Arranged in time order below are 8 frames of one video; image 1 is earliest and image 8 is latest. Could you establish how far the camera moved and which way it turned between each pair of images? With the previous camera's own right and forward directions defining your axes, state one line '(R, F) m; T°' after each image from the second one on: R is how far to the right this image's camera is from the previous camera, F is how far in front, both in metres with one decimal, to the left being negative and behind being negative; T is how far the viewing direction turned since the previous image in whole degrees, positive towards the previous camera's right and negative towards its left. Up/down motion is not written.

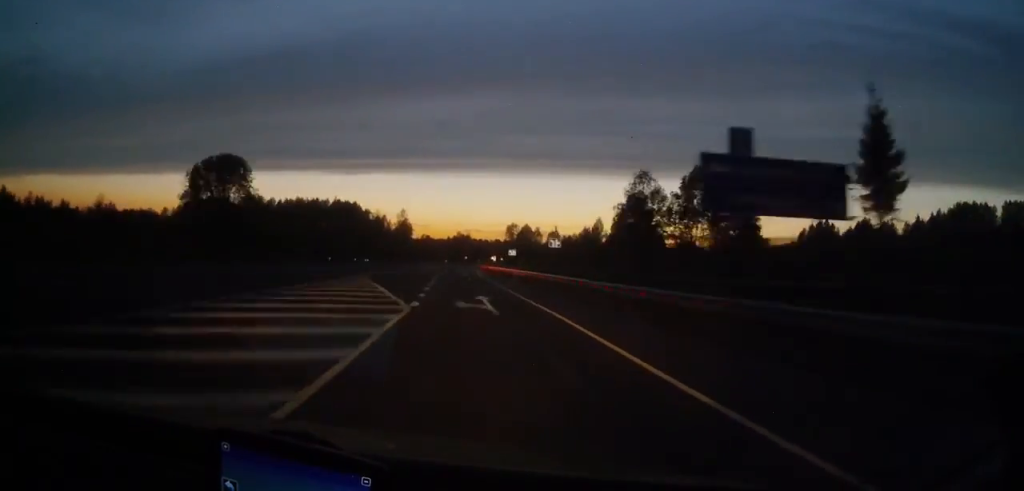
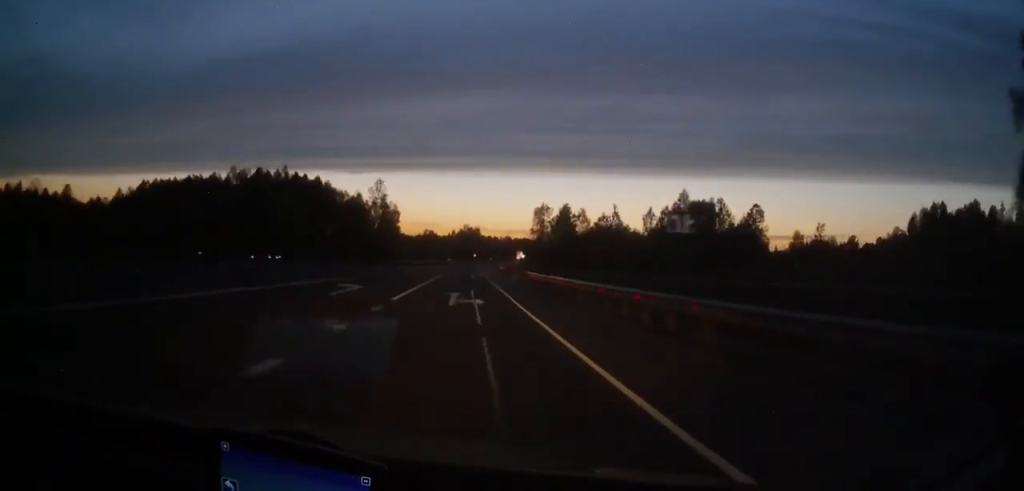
(0.0, +65.0) m; +1°
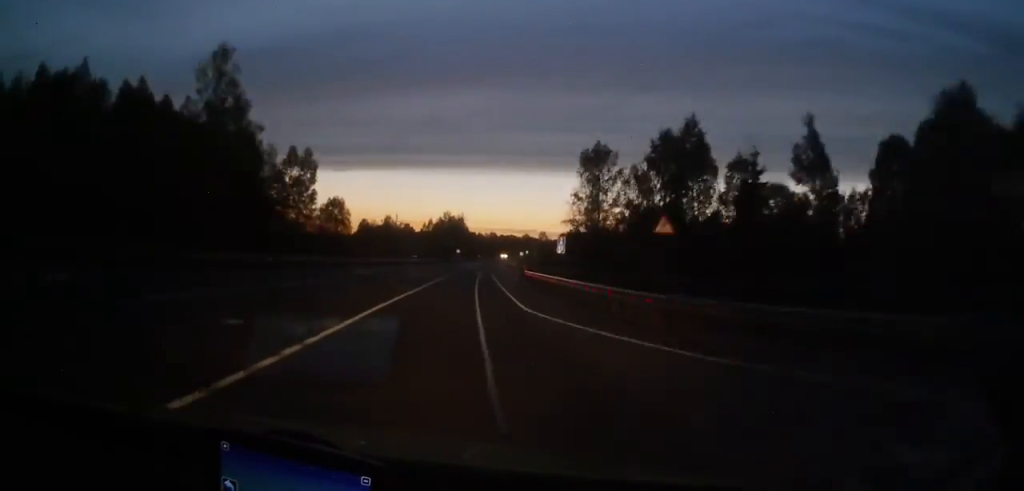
(+0.6, +75.6) m; +1°
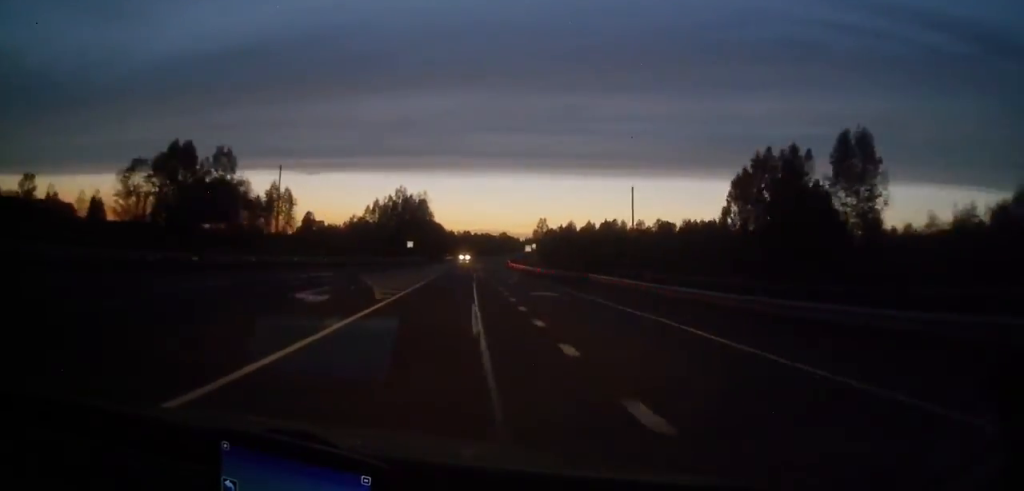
(+1.2, +84.1) m; +2°
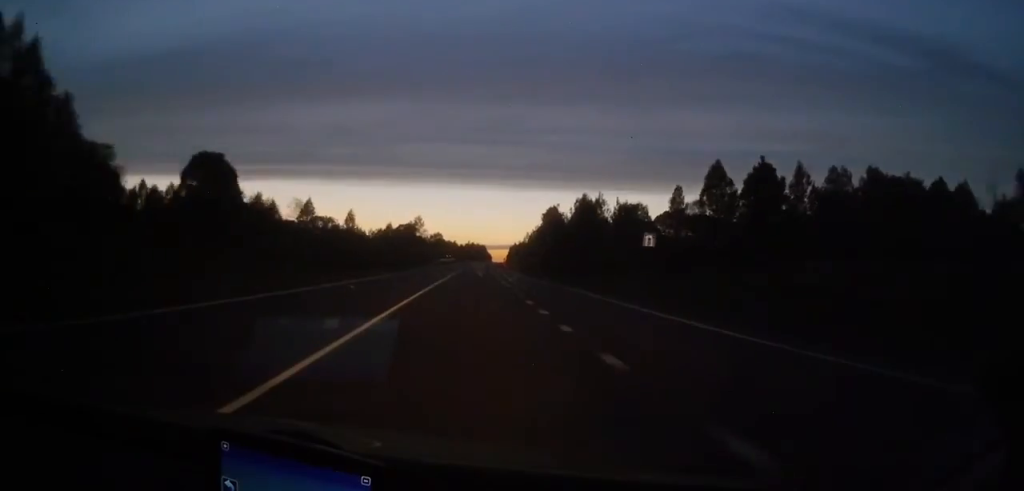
(+12.2, +226.3) m; +6°
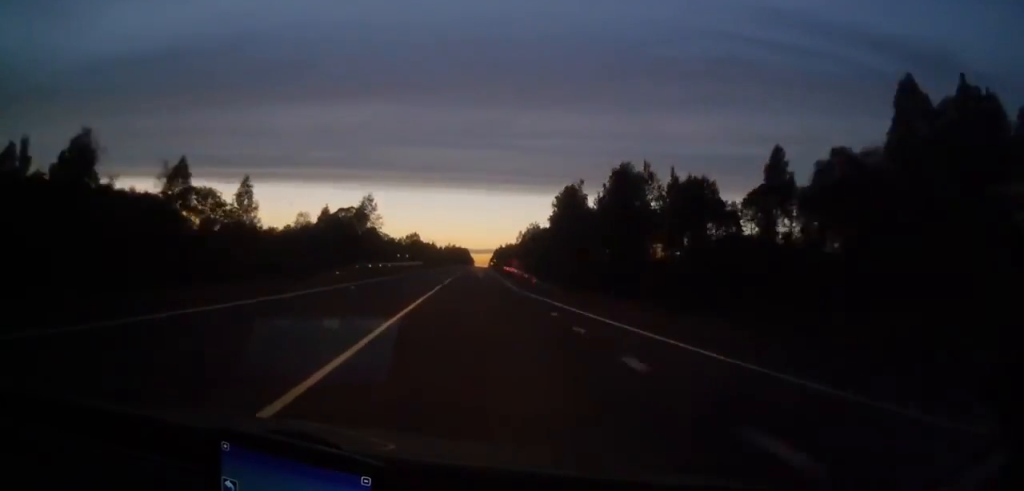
(+0.9, +56.0) m; +1°
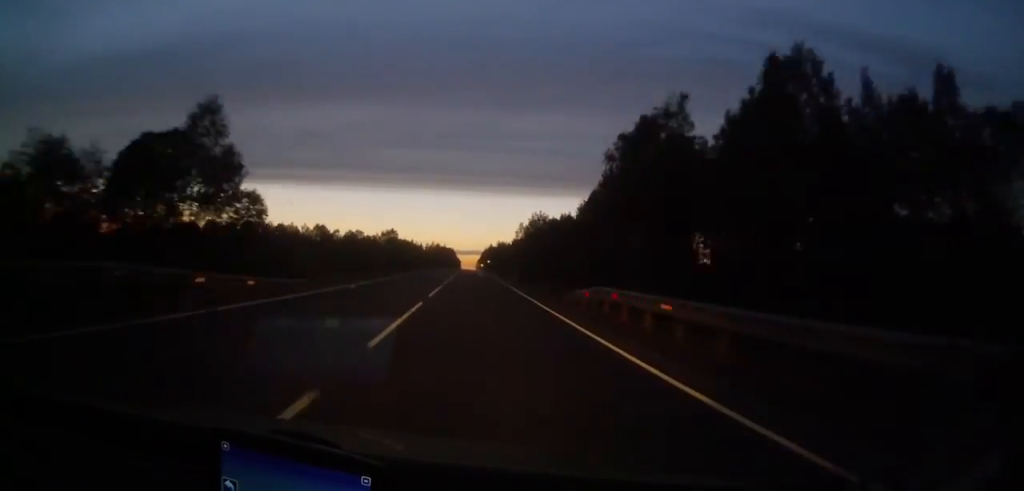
(+0.6, +59.5) m; +1°
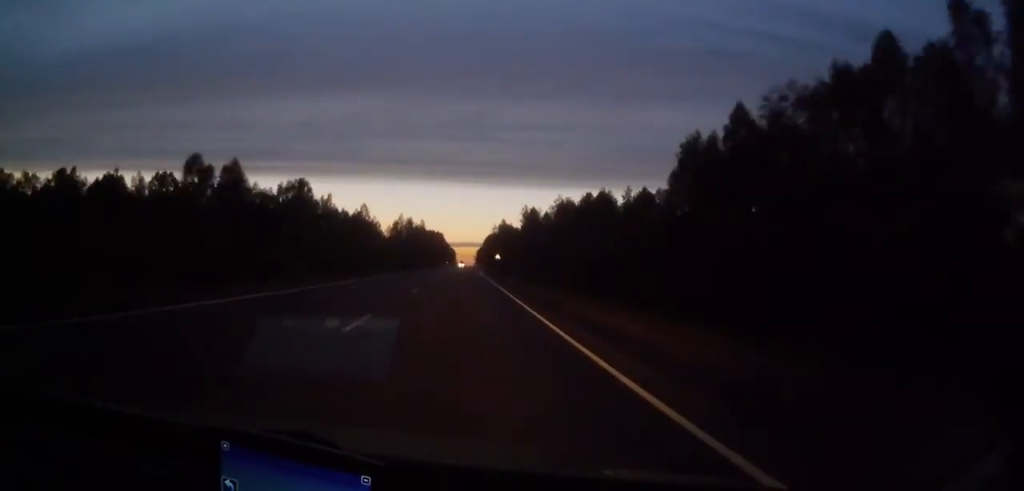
(+3.5, +197.3) m; +1°
